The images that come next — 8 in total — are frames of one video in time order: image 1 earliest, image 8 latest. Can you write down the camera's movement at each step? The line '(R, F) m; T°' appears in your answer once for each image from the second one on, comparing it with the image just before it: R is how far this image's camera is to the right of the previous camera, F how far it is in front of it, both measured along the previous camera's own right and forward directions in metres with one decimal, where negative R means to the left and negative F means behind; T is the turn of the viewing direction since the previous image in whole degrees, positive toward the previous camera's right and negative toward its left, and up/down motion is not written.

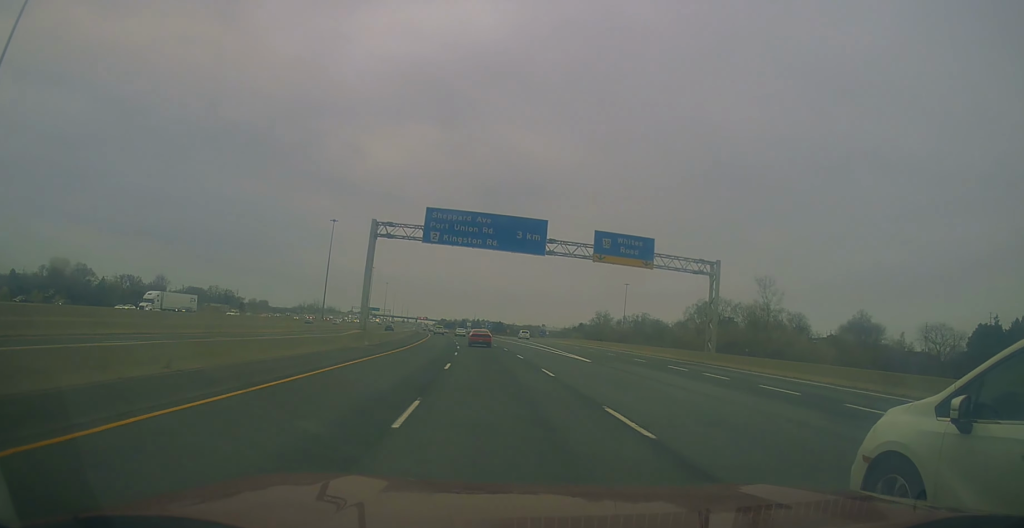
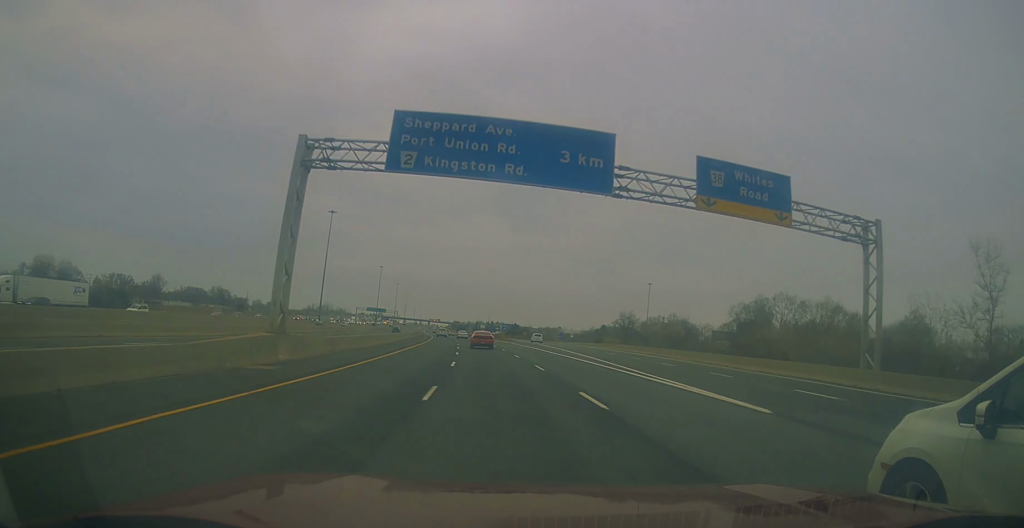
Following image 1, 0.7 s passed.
(-0.1, +20.8) m; -1°
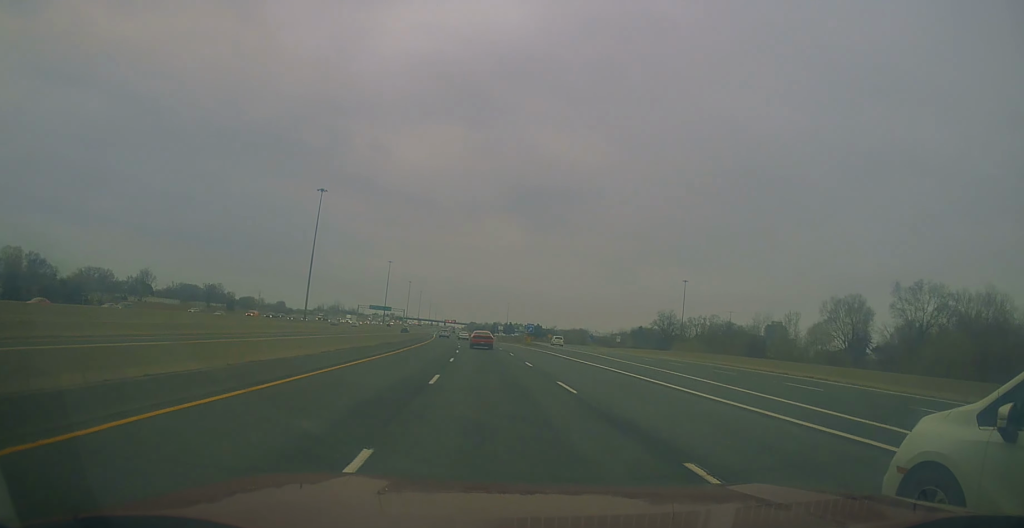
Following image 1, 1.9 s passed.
(-0.4, +31.9) m; -2°
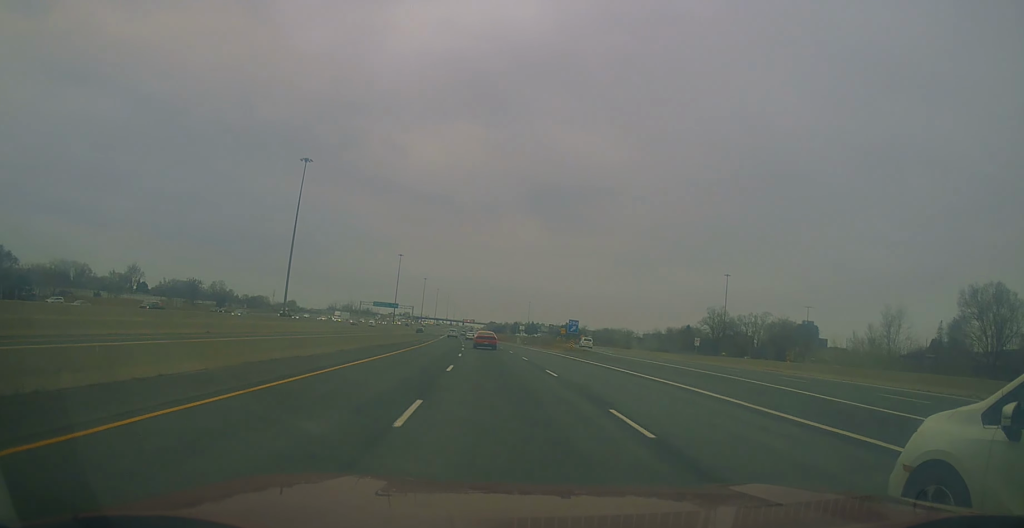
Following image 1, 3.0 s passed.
(-0.6, +31.0) m; -2°
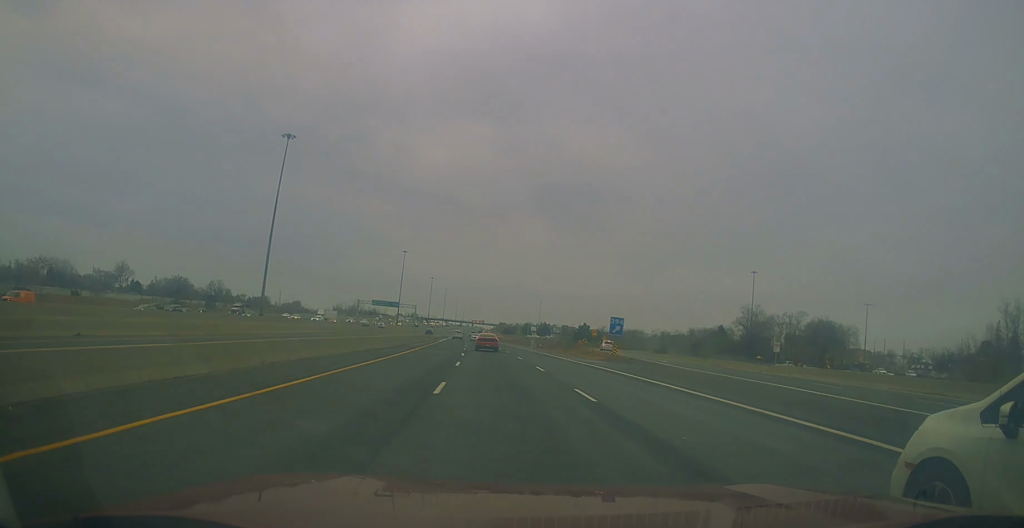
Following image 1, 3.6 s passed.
(-0.2, +18.8) m; -1°
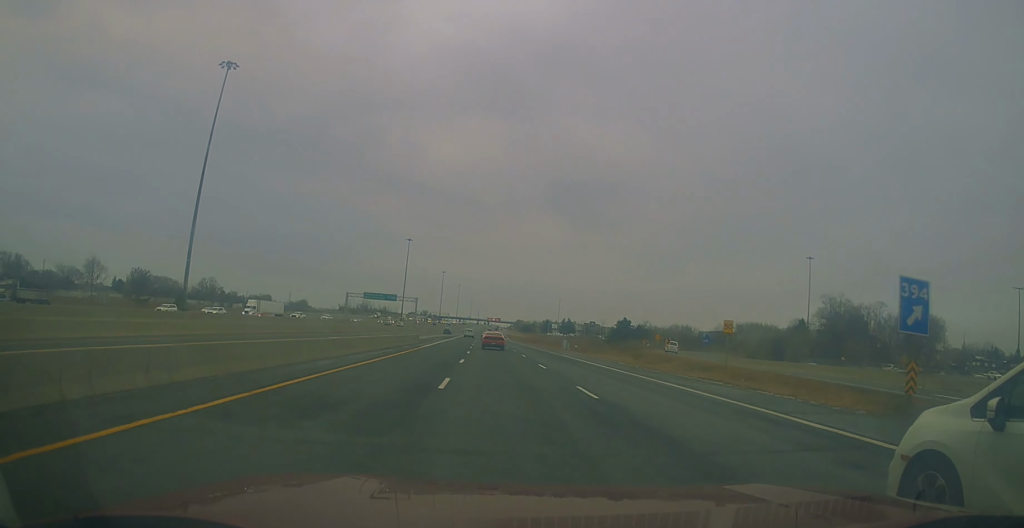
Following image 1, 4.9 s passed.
(-0.3, +35.6) m; -1°
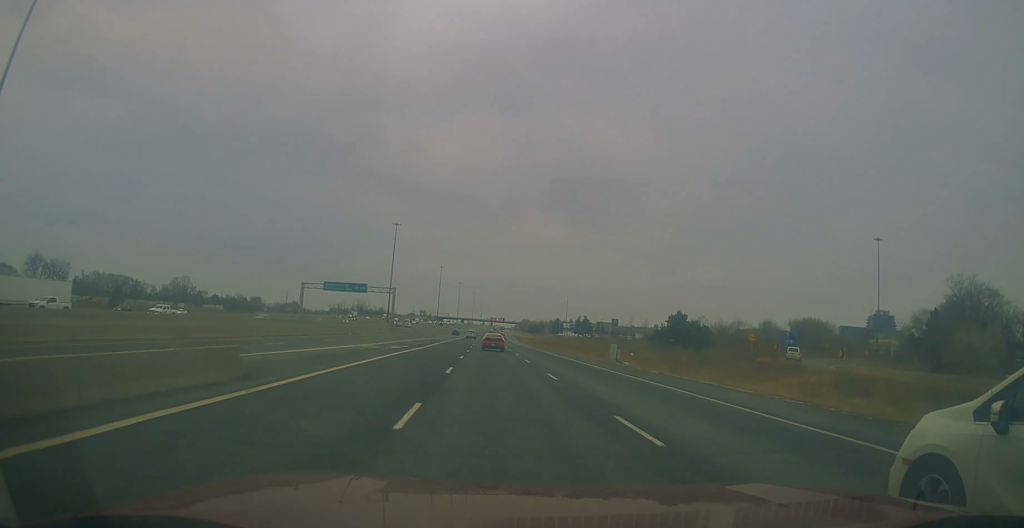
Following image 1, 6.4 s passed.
(-0.7, +41.4) m; -3°
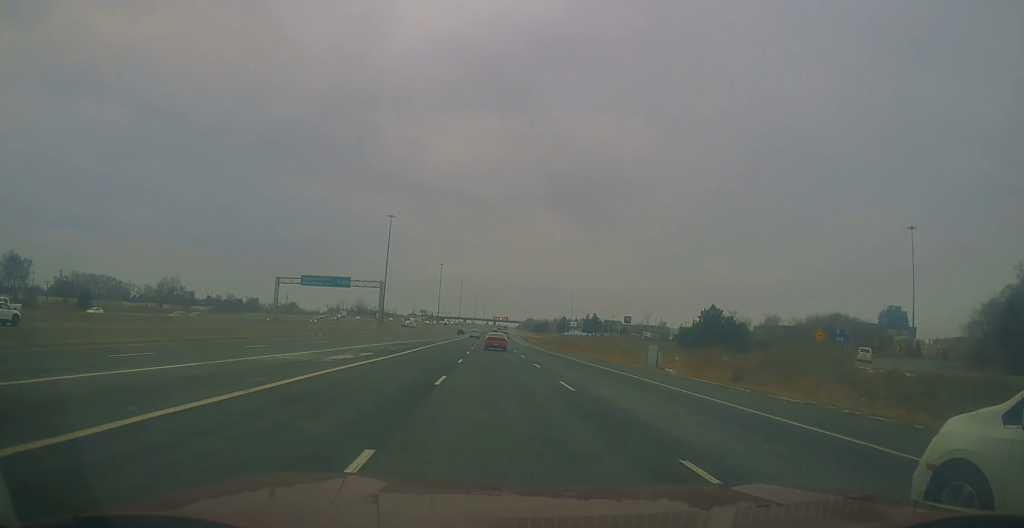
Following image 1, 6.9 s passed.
(-0.2, +16.2) m; 0°
